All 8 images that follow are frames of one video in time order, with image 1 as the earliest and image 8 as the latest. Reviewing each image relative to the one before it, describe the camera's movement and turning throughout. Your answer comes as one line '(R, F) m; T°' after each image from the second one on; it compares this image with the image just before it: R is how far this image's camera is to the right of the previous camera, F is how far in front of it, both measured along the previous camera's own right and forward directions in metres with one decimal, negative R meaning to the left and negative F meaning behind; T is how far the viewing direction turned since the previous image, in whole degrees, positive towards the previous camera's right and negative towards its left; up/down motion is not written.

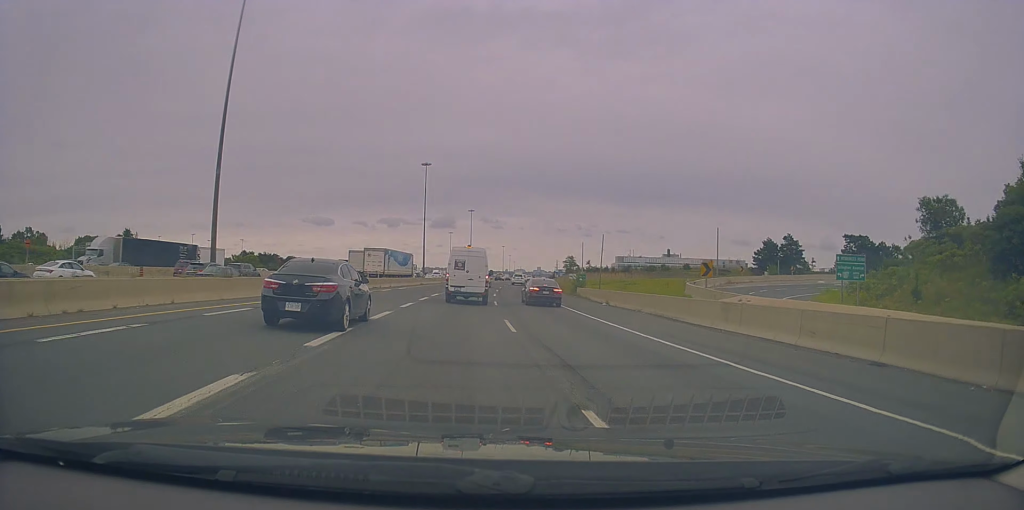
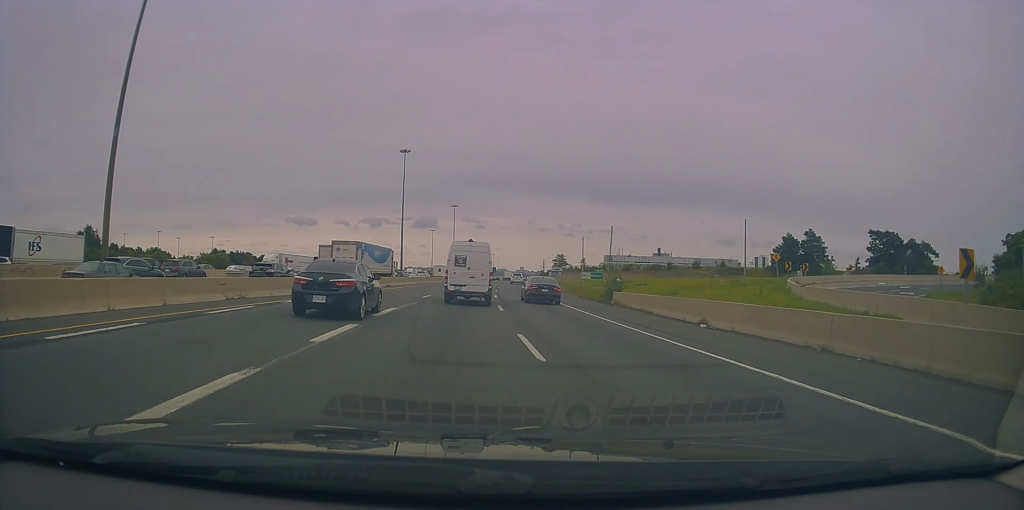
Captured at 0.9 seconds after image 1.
(+0.1, +18.5) m; +1°
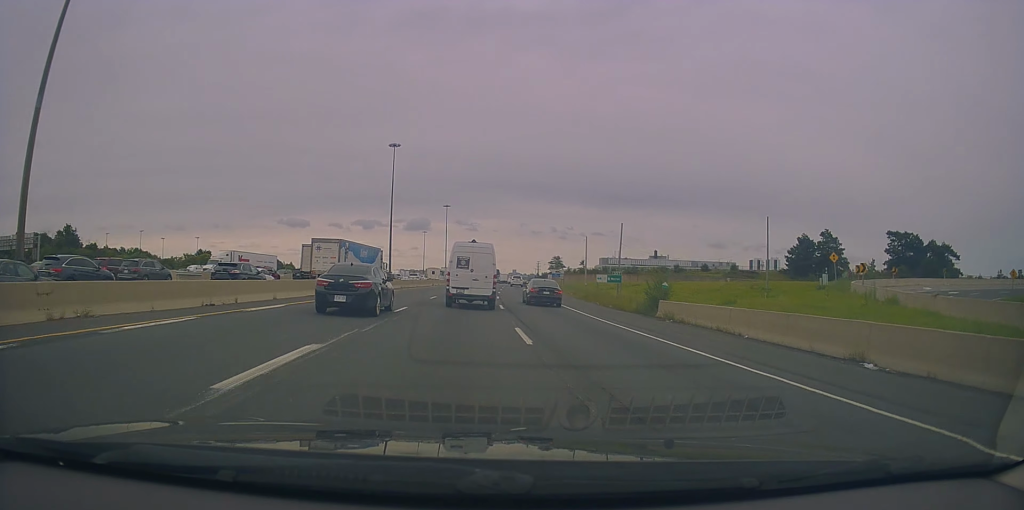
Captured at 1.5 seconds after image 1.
(+0.2, +10.2) m; +1°
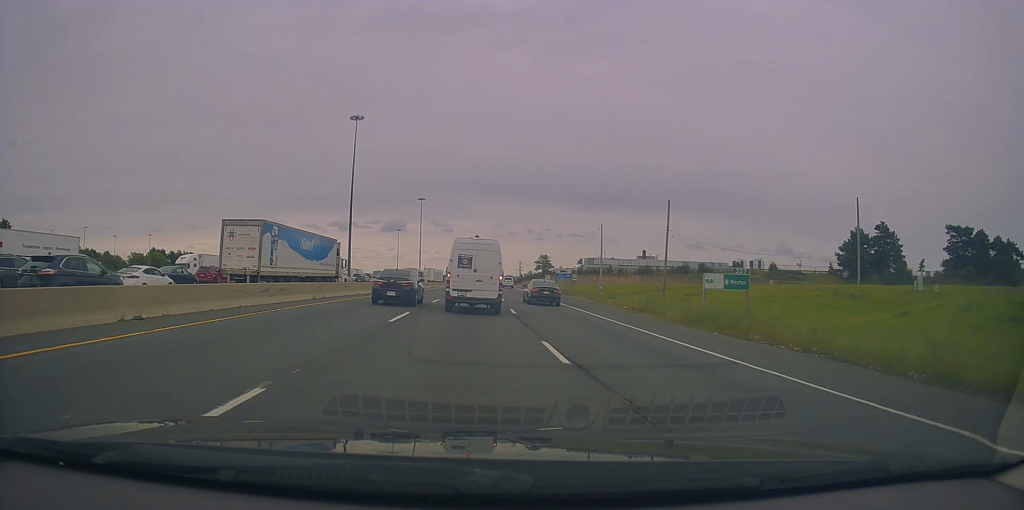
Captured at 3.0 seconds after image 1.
(+0.7, +27.6) m; +3°
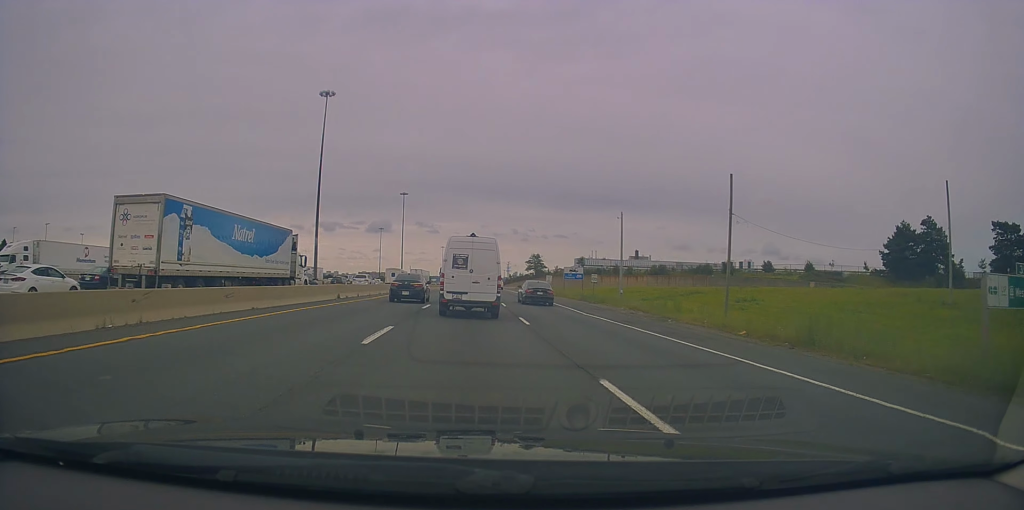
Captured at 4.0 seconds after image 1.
(+0.4, +17.2) m; +1°
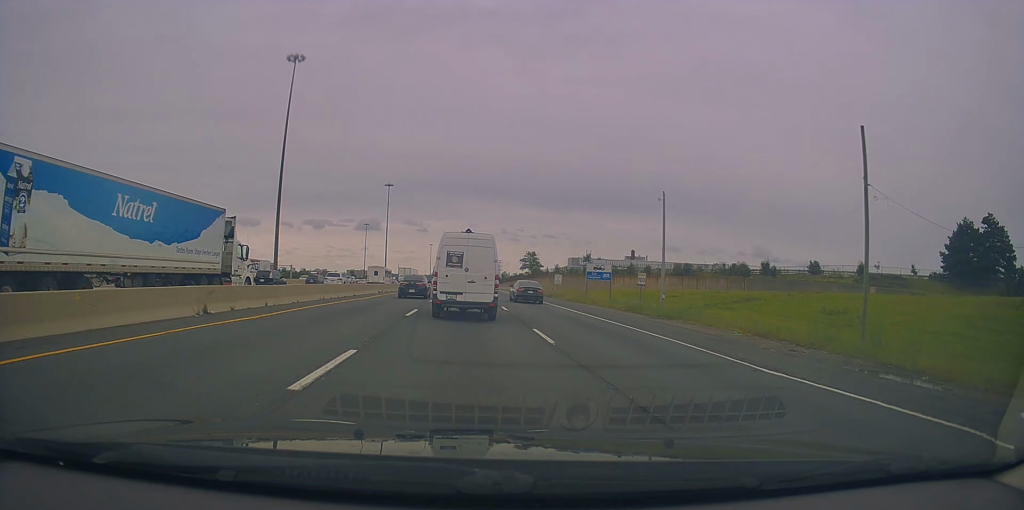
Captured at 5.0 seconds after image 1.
(+0.1, +17.2) m; +1°
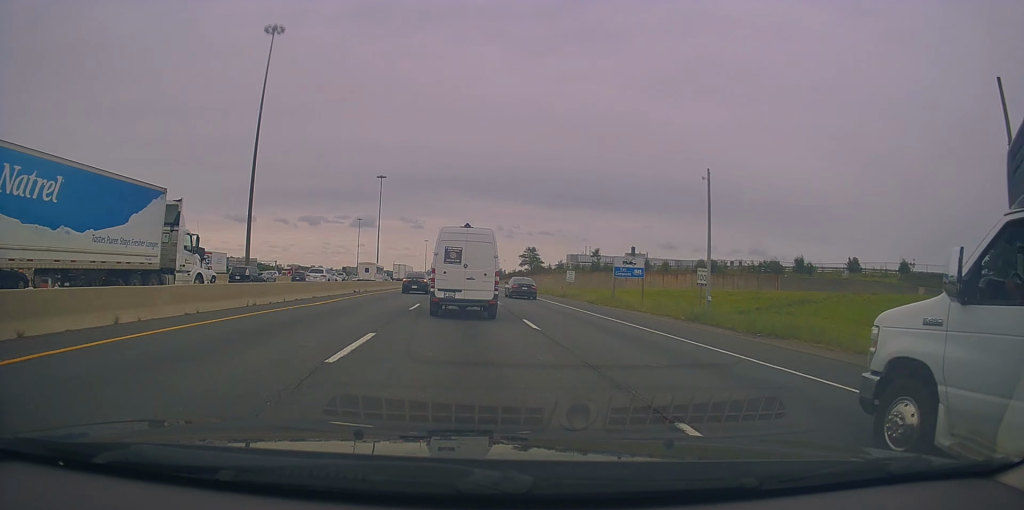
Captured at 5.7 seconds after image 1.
(+0.2, +10.3) m; +1°
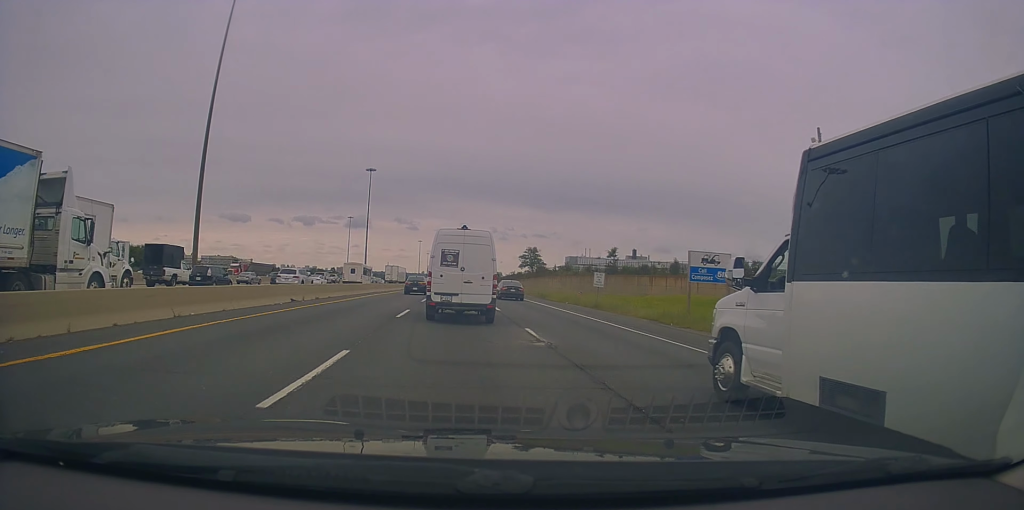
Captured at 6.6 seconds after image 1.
(0.0, +14.7) m; -1°
